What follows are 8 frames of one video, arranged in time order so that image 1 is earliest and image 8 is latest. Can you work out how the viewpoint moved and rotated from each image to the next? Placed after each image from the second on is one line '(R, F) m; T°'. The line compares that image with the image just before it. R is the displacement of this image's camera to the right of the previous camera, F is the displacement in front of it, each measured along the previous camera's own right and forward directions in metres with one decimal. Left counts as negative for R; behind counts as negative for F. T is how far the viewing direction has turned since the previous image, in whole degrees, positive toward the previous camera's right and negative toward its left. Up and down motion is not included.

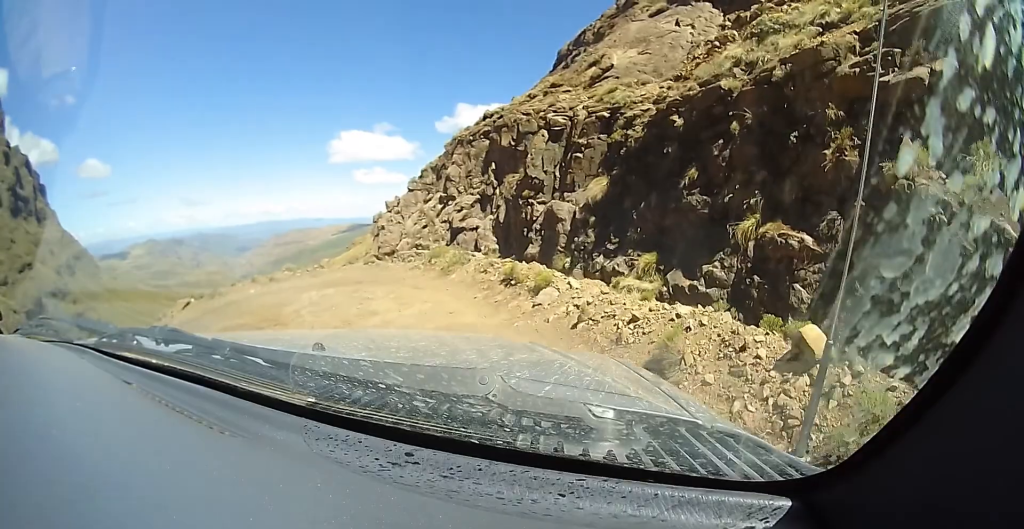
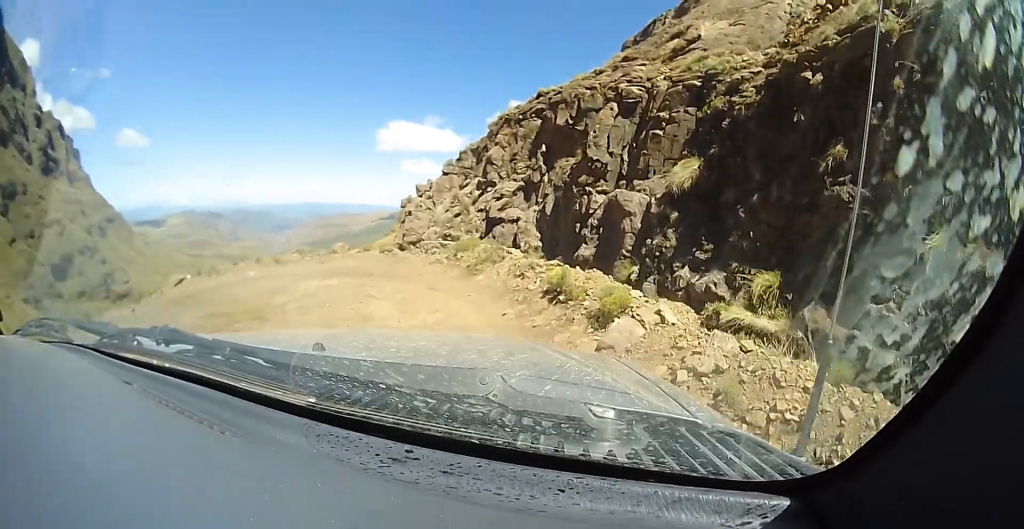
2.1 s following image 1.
(-0.2, +2.9) m; -11°
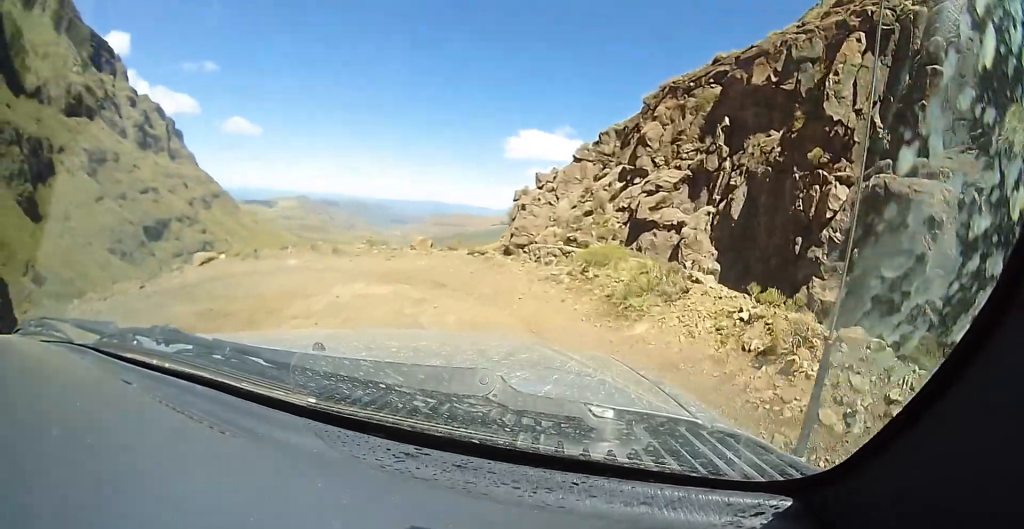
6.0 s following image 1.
(-0.7, +4.9) m; -31°
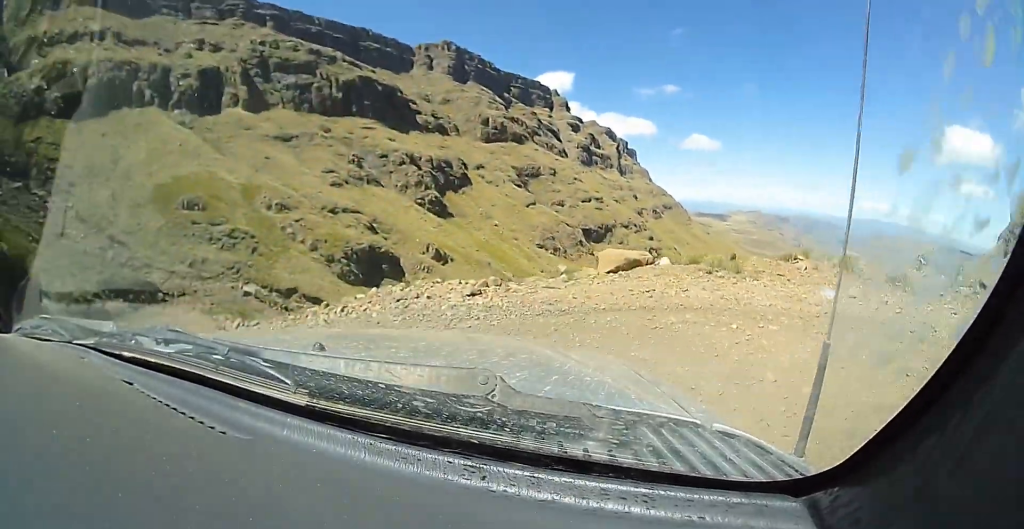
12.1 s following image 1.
(-4.3, +6.2) m; -64°
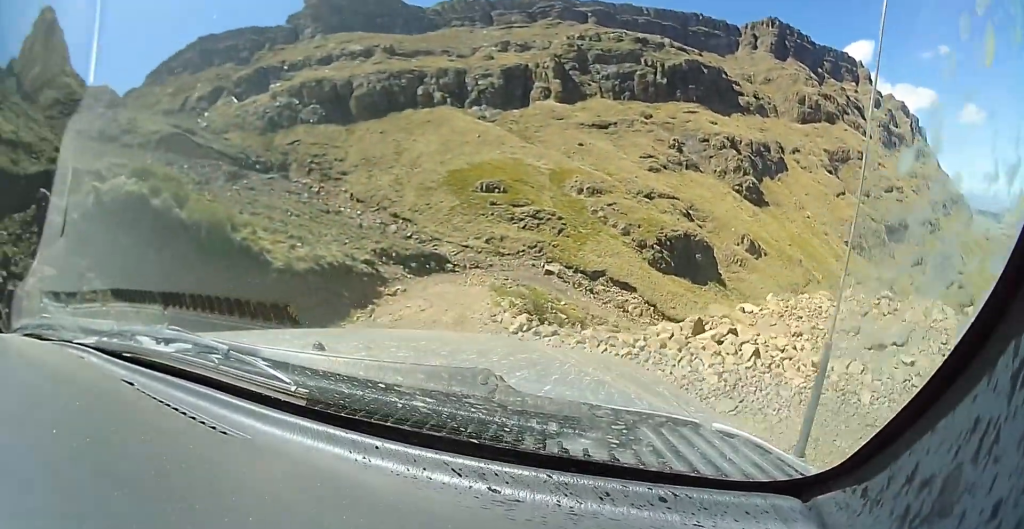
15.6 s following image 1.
(-1.4, +4.8) m; -20°
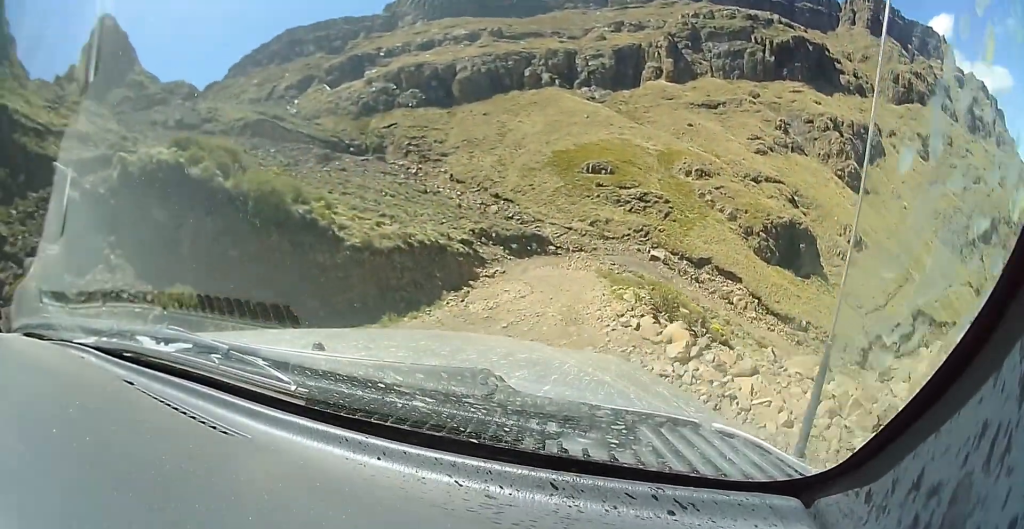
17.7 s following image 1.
(-0.3, +3.4) m; -6°
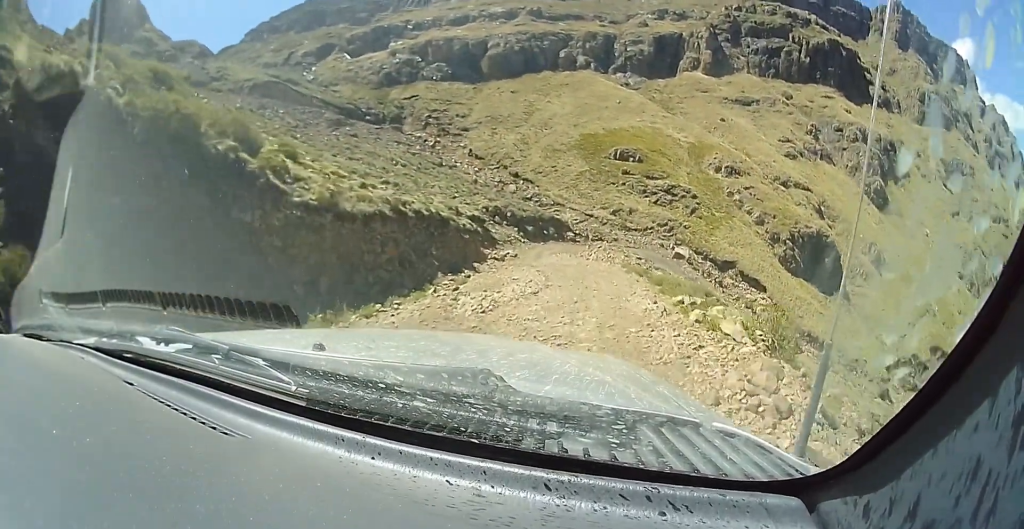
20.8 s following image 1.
(-0.2, +5.3) m; +2°
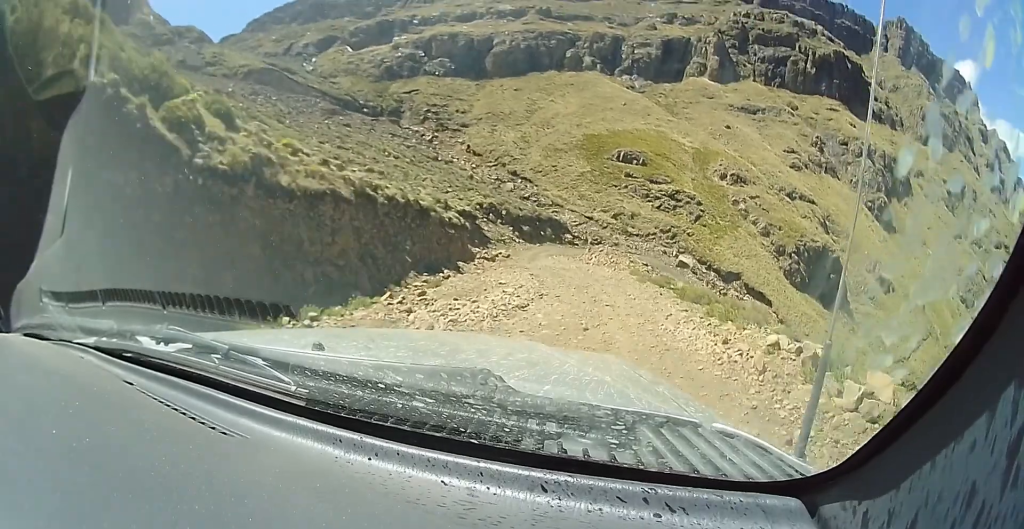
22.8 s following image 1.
(+0.2, +3.7) m; +2°
